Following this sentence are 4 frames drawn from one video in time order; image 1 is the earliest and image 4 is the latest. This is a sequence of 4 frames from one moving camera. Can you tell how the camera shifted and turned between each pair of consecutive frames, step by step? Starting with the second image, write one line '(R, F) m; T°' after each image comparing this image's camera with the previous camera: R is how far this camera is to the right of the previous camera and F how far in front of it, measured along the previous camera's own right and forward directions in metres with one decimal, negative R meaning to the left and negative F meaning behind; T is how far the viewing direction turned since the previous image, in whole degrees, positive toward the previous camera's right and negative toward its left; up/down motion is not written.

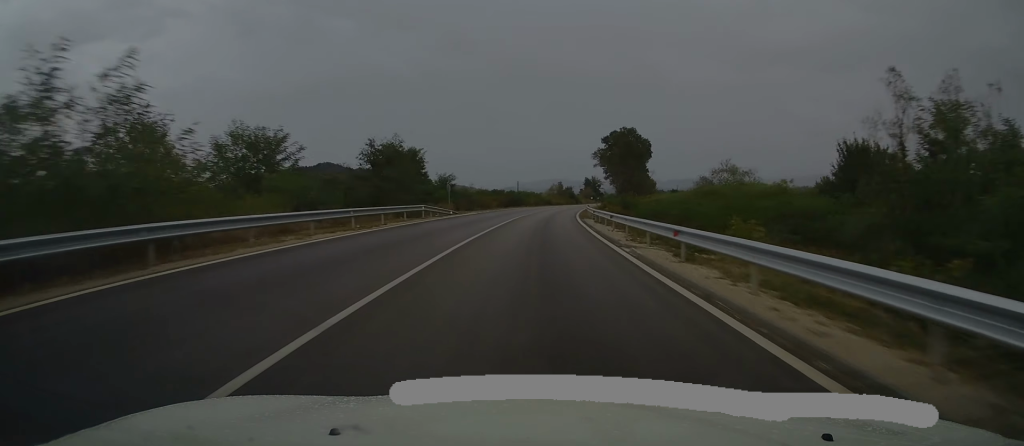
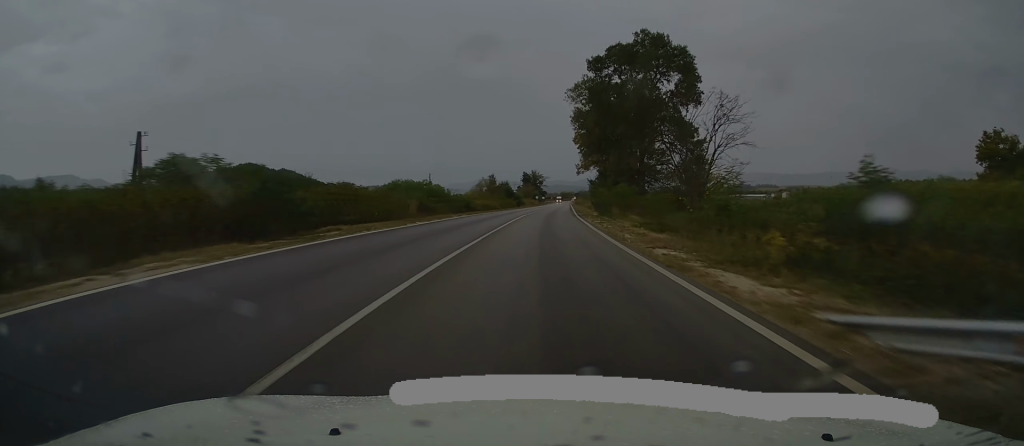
(+3.2, +69.4) m; +6°
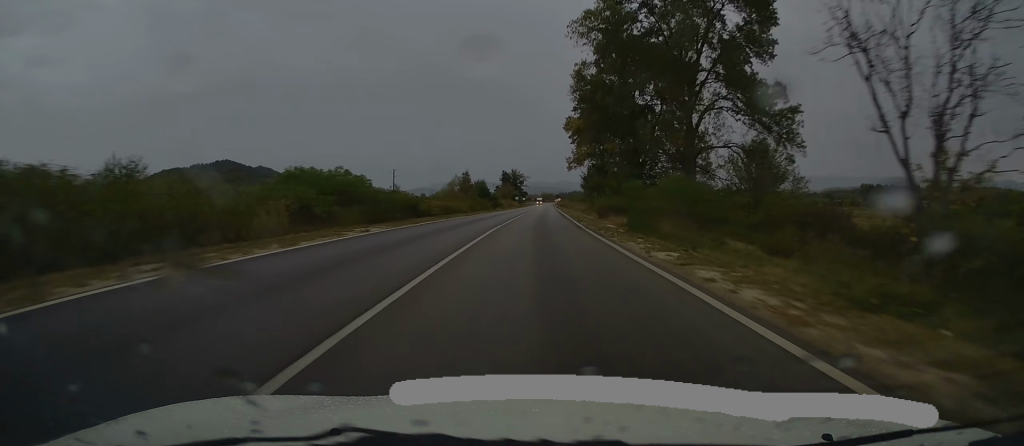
(+0.2, +20.0) m; +1°
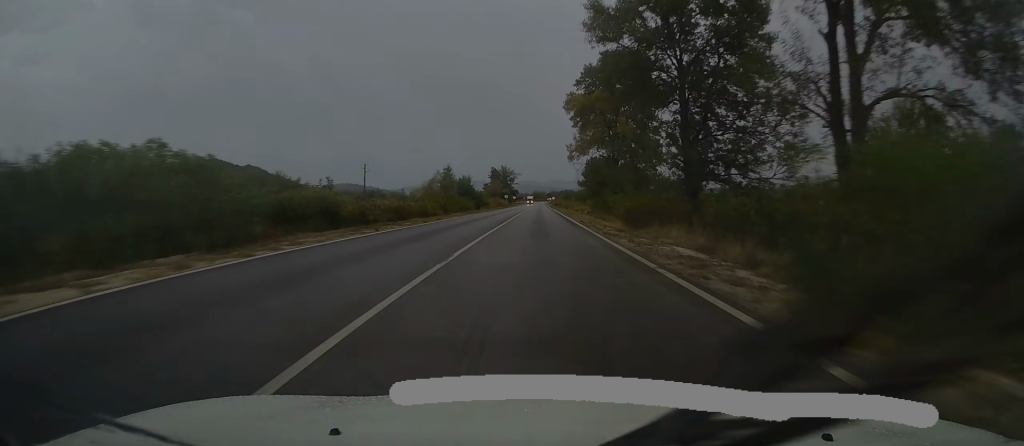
(+0.1, +16.8) m; +1°
